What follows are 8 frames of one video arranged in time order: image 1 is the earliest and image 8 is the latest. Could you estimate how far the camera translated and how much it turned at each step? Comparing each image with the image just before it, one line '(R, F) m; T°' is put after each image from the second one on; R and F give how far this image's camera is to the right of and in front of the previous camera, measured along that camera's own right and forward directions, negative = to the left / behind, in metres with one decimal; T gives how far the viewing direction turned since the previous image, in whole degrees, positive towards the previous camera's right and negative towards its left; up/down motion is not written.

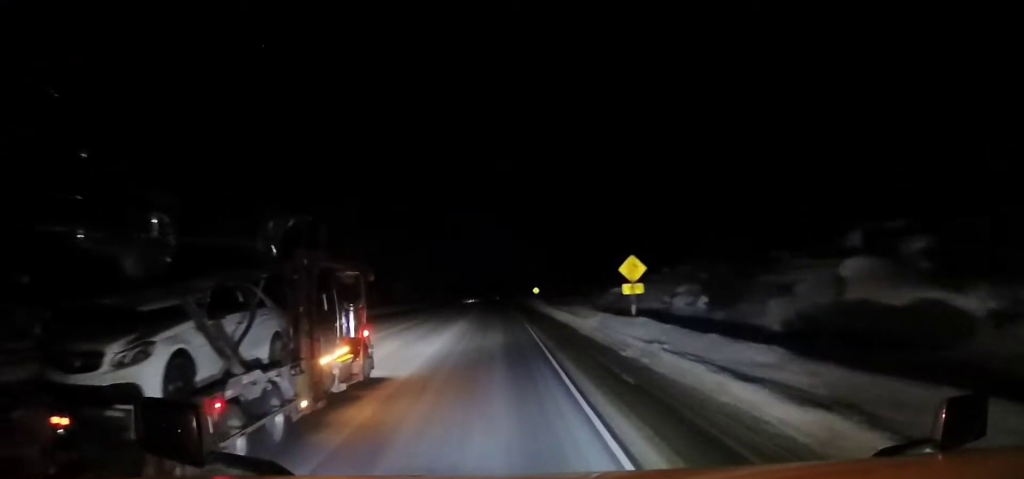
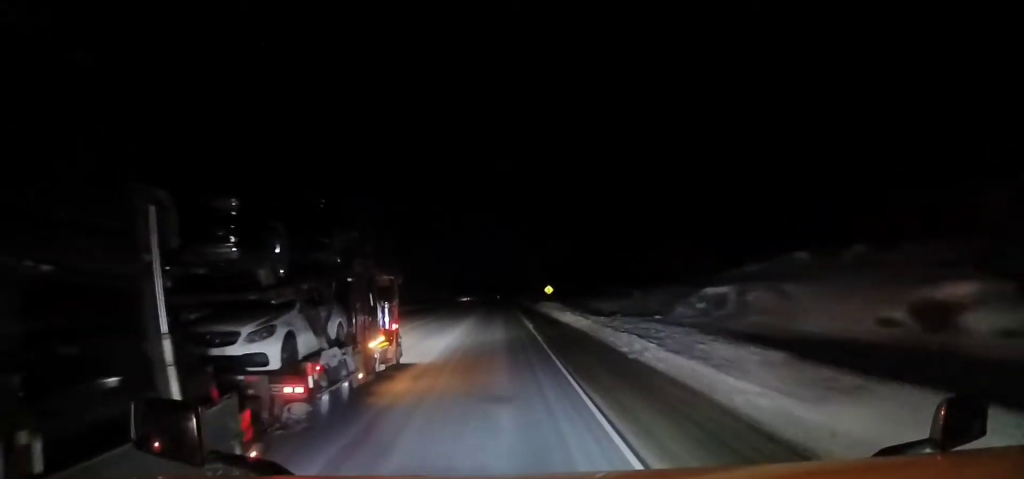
(+0.2, +21.5) m; +1°
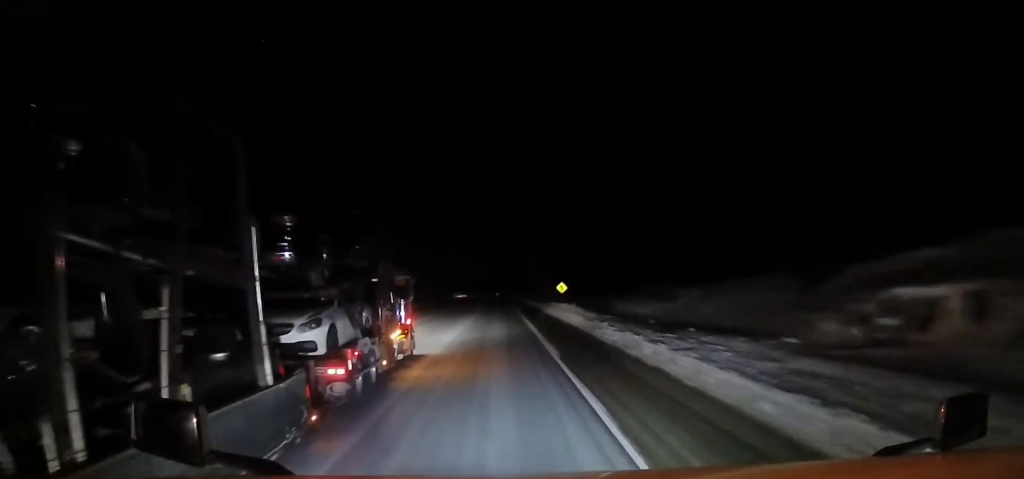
(+0.1, +13.6) m; 0°
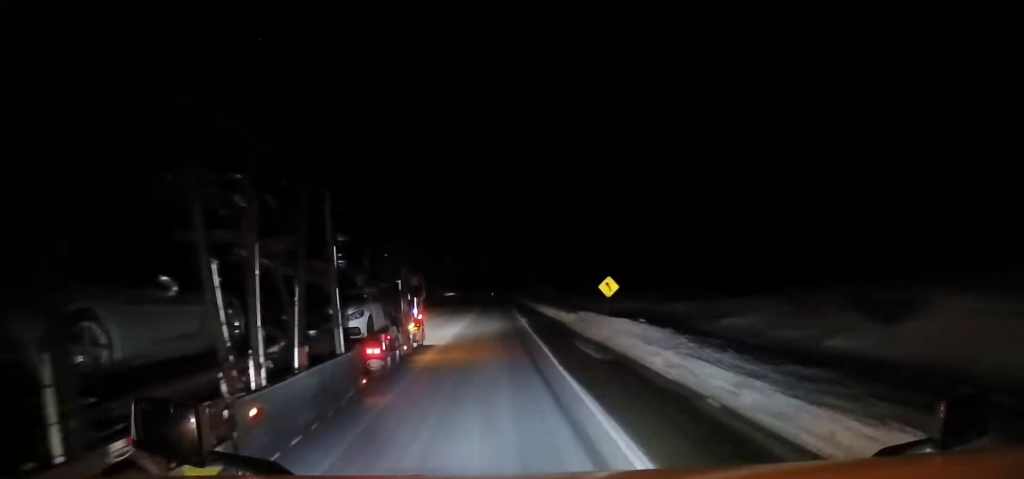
(0.0, +23.0) m; 0°
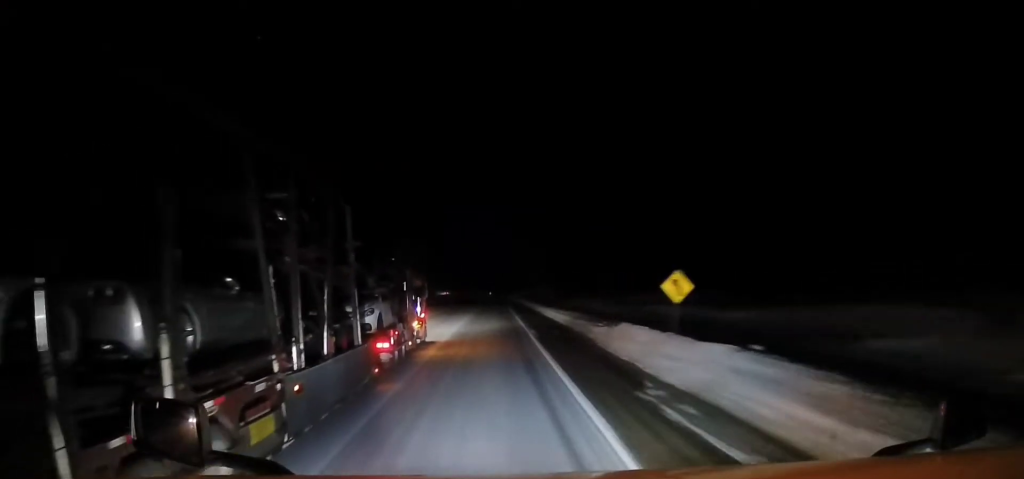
(0.0, +10.9) m; 0°
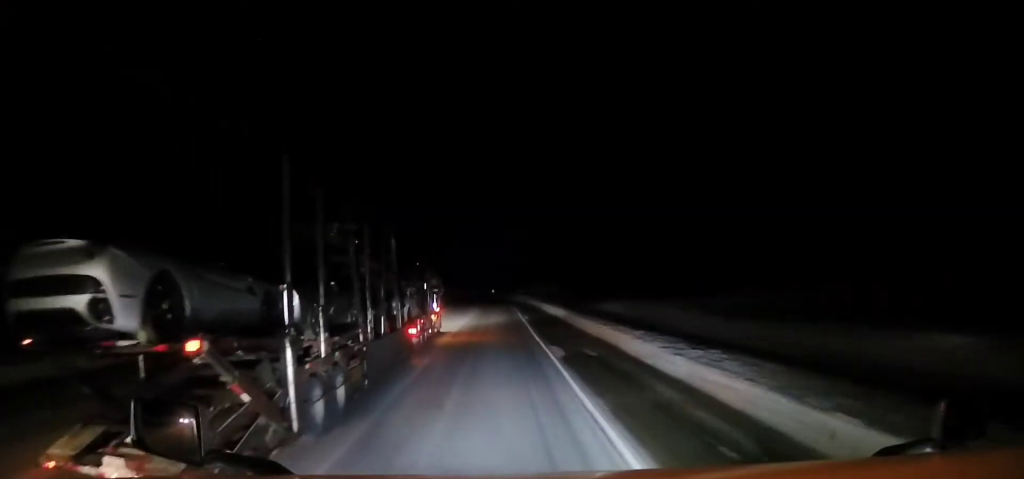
(-0.2, +31.0) m; 0°
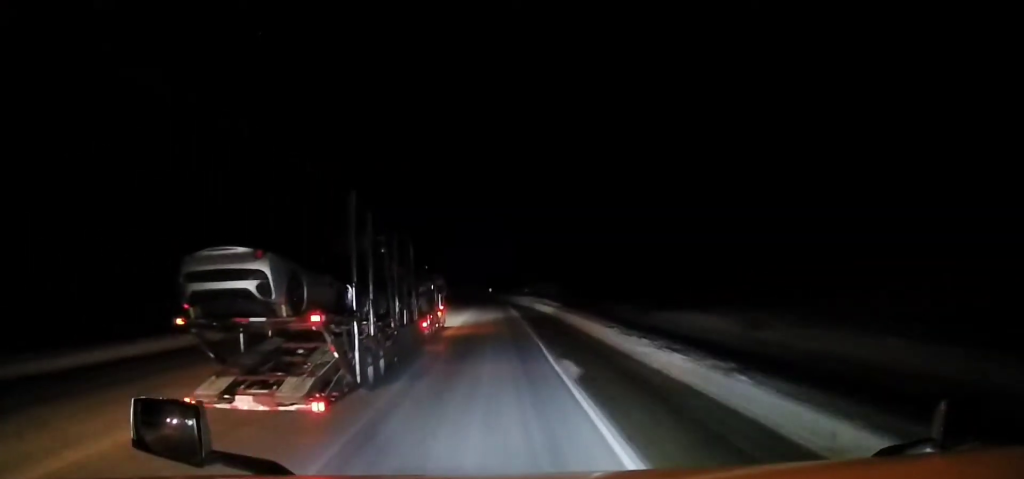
(+0.1, +25.4) m; 0°
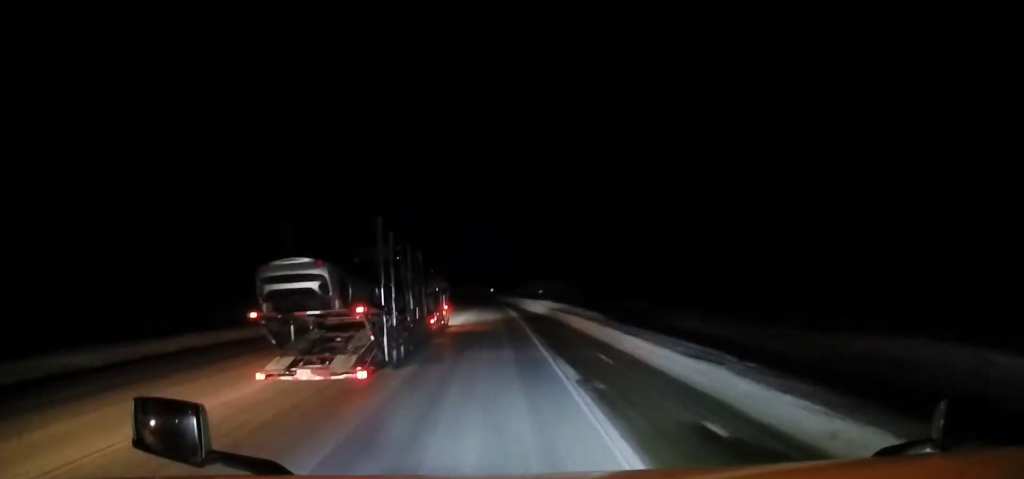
(-0.1, +21.9) m; 0°
